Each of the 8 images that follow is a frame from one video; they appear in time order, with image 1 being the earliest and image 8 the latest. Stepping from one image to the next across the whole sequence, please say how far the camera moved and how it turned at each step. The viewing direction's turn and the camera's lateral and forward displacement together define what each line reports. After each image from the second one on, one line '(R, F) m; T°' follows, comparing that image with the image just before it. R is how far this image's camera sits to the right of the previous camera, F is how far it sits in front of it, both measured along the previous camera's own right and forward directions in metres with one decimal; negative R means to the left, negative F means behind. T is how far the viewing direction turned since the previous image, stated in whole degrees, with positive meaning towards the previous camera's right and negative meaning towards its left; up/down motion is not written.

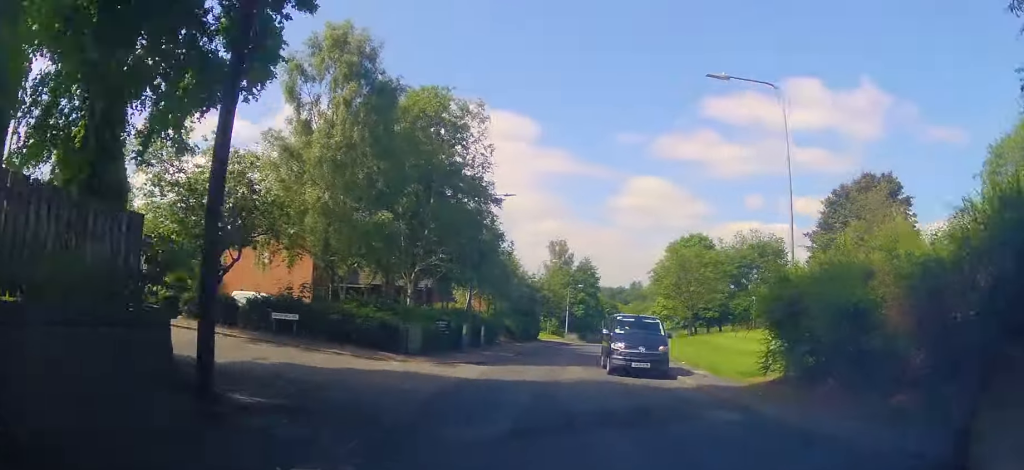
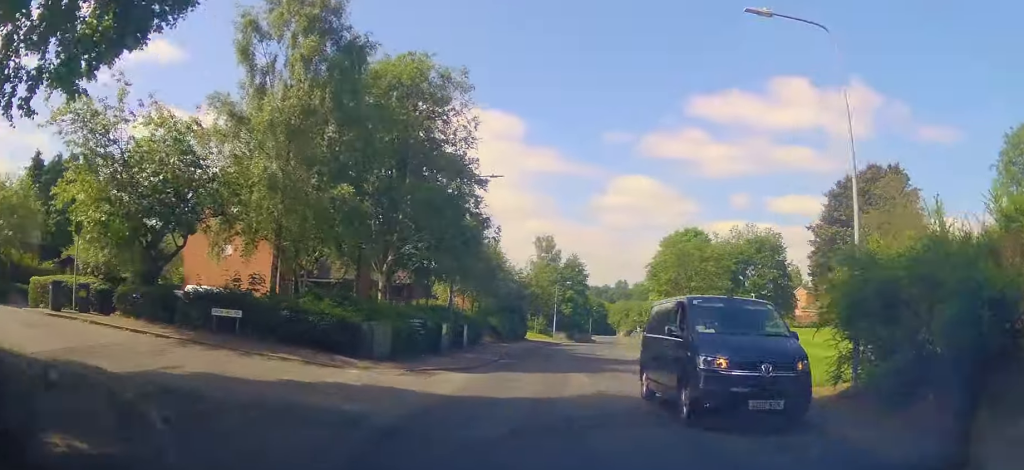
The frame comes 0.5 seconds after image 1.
(0.0, +3.9) m; +1°
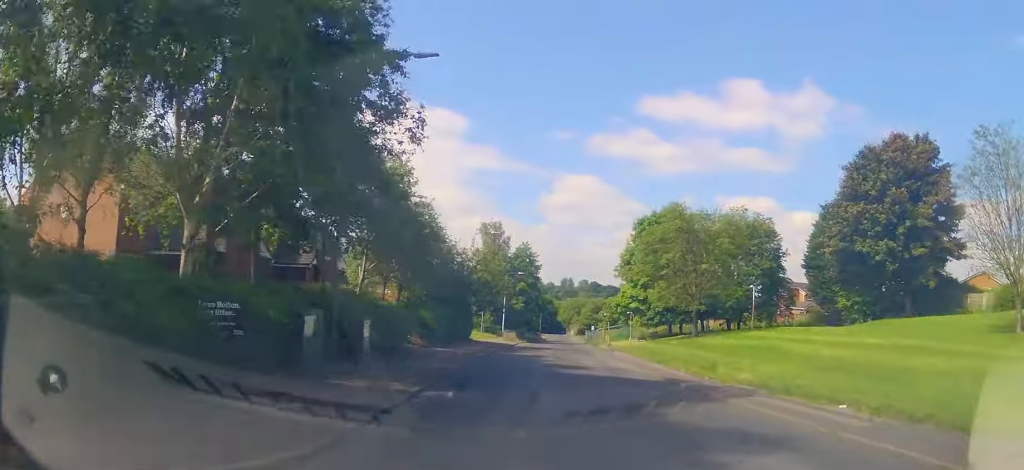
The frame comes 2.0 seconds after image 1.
(+0.7, +13.1) m; +7°
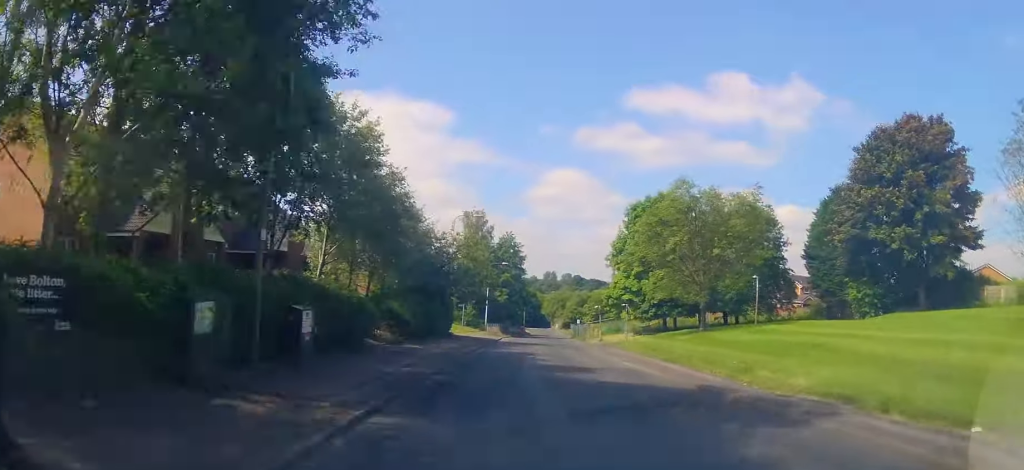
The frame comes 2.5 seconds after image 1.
(+0.2, +4.1) m; +3°
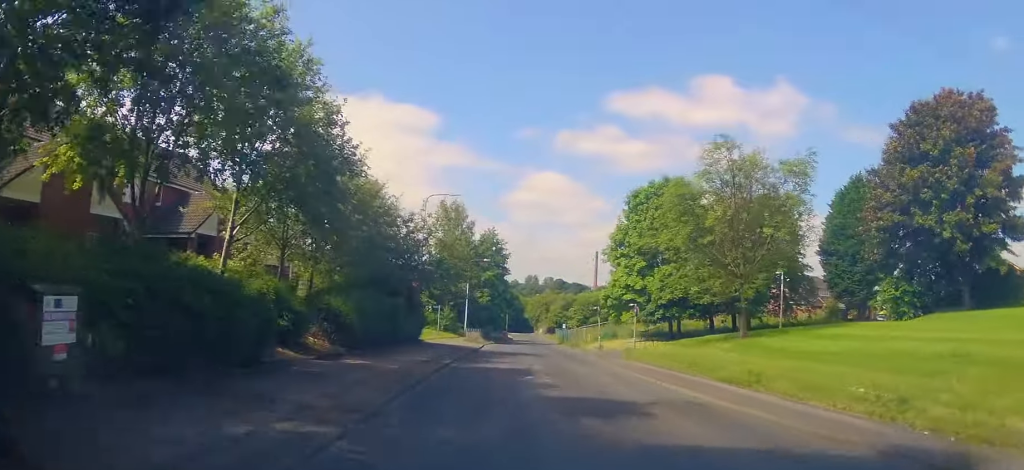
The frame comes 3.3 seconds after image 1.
(+0.2, +7.6) m; +2°
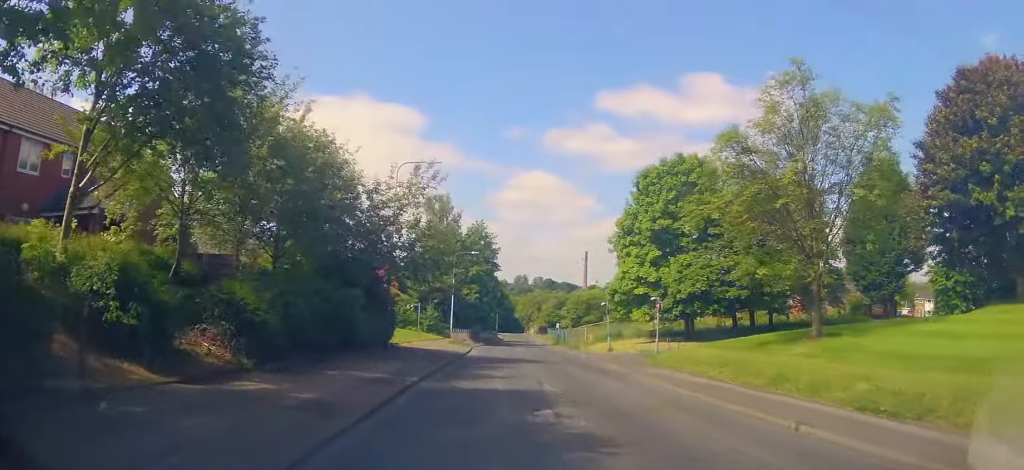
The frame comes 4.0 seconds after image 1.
(+0.1, +6.9) m; 0°
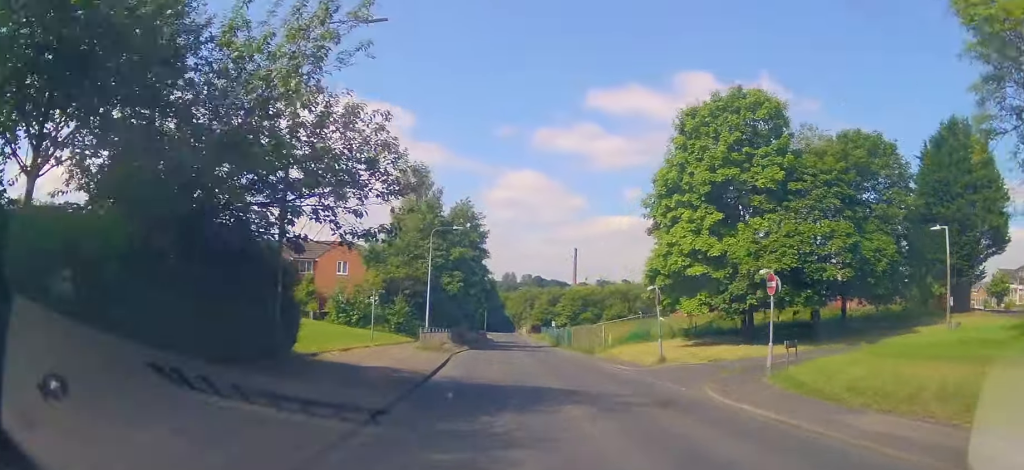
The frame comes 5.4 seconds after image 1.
(-0.2, +12.9) m; 0°
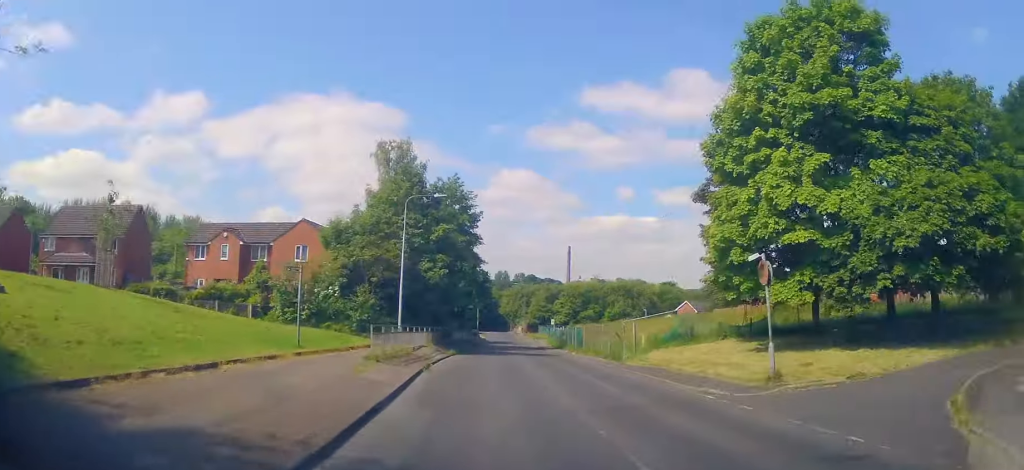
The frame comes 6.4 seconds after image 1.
(+0.2, +10.1) m; 0°
